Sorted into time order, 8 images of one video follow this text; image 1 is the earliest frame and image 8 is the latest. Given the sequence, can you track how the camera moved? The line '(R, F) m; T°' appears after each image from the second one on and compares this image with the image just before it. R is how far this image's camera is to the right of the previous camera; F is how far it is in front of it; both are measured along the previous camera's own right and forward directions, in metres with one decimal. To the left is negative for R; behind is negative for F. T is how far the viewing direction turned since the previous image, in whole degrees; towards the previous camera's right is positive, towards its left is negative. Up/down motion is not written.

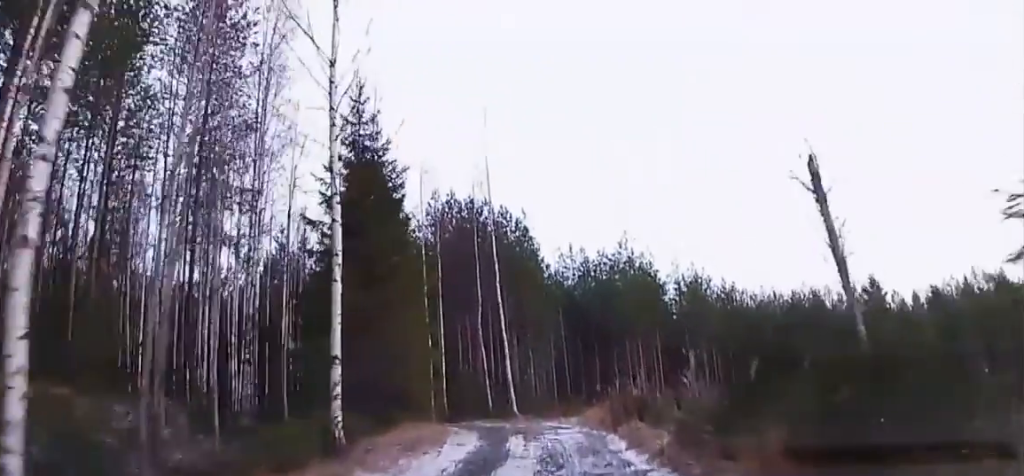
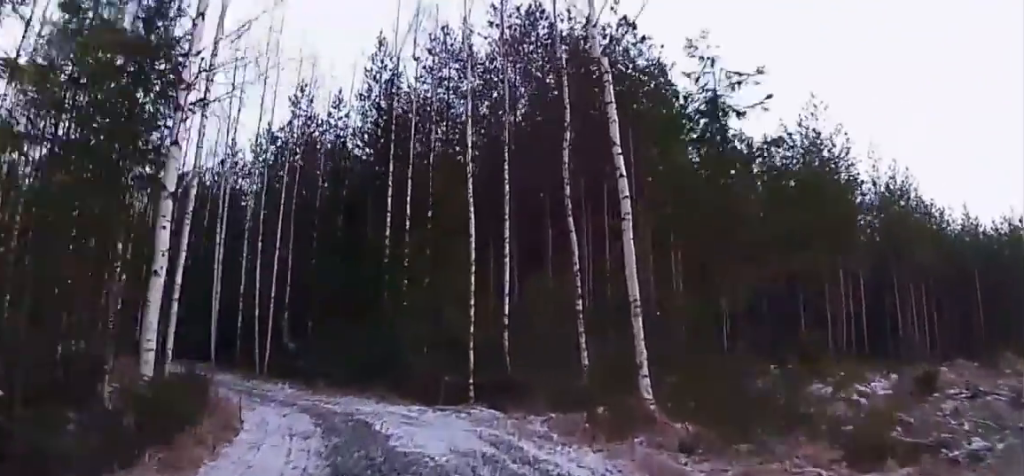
(-0.6, +23.3) m; -9°
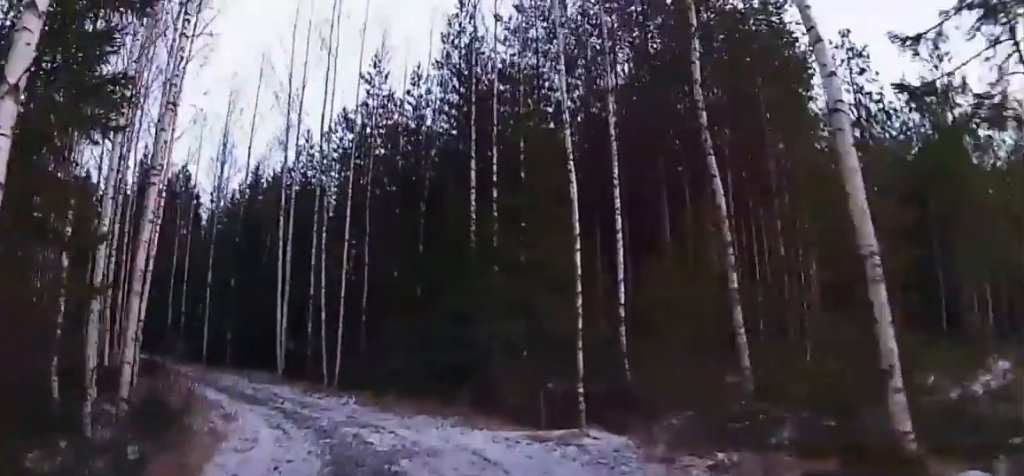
(-0.3, +5.2) m; -7°
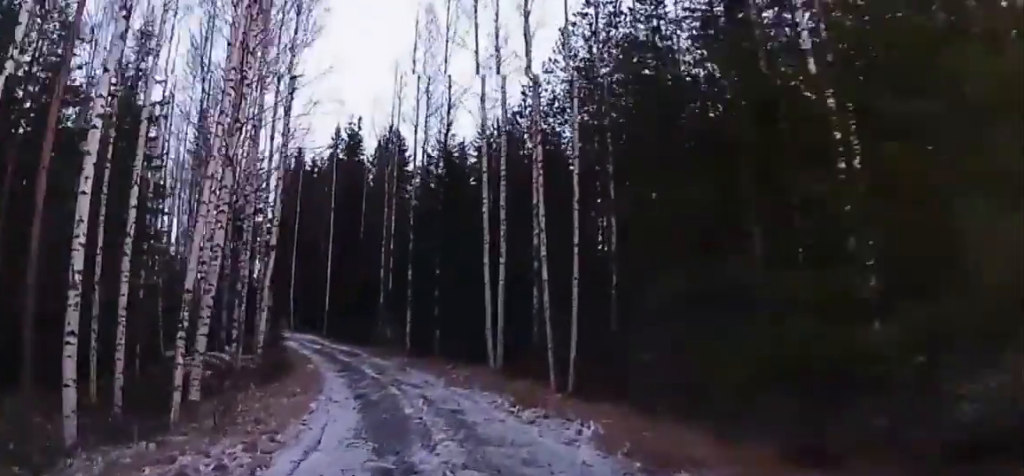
(-1.3, +9.6) m; -15°
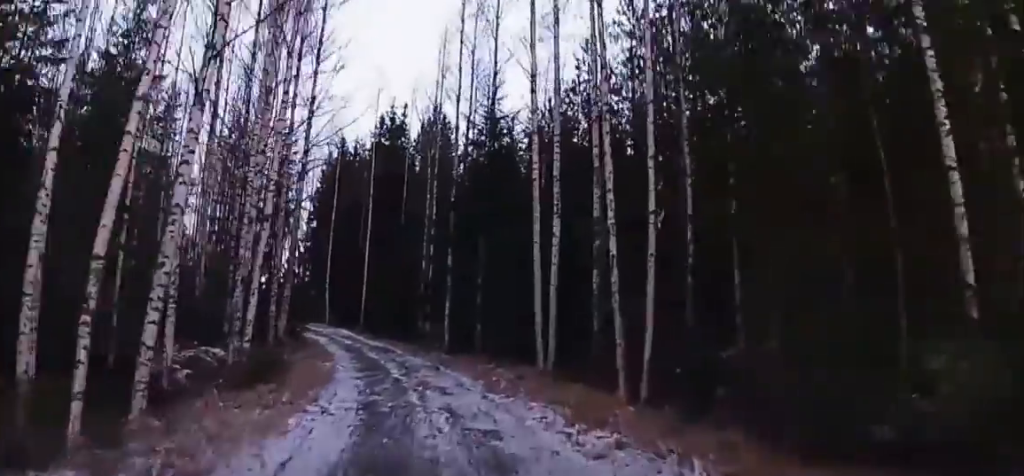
(-0.2, +3.8) m; -5°
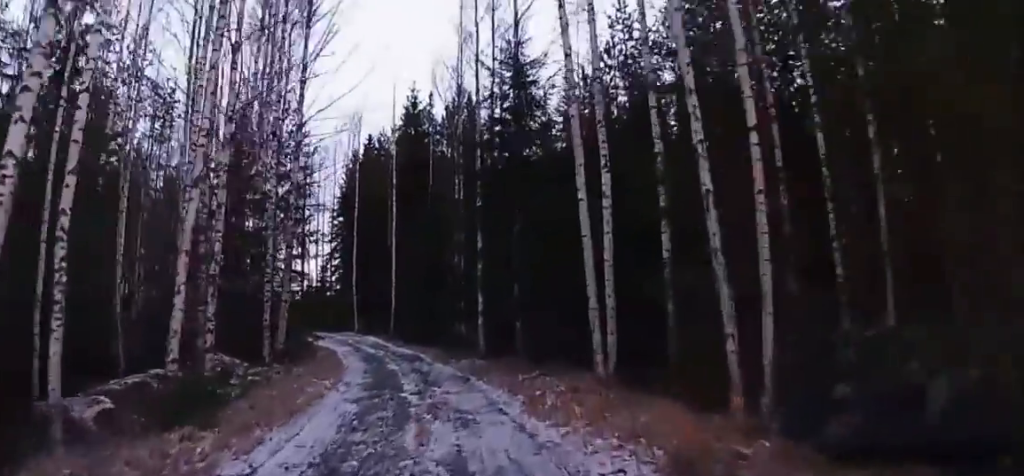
(-0.1, +4.8) m; -7°
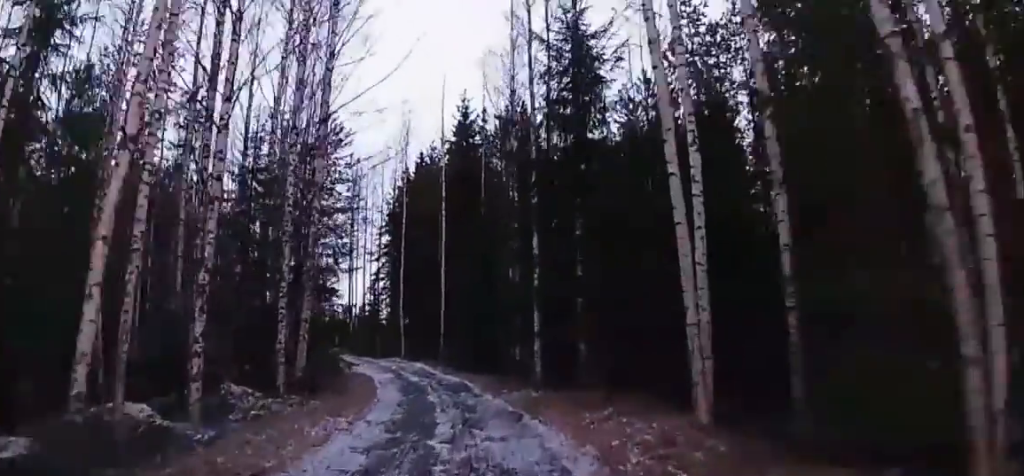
(-0.3, +3.4) m; -3°
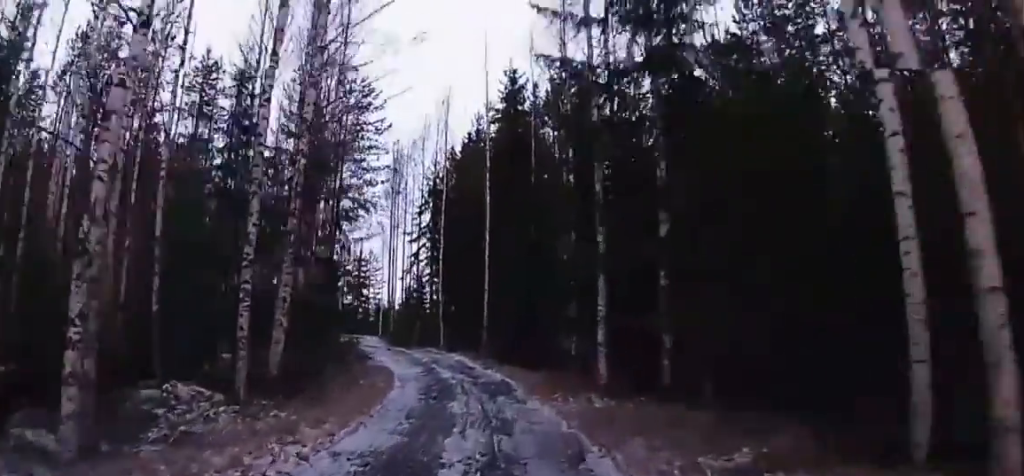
(-0.3, +5.0) m; -4°
